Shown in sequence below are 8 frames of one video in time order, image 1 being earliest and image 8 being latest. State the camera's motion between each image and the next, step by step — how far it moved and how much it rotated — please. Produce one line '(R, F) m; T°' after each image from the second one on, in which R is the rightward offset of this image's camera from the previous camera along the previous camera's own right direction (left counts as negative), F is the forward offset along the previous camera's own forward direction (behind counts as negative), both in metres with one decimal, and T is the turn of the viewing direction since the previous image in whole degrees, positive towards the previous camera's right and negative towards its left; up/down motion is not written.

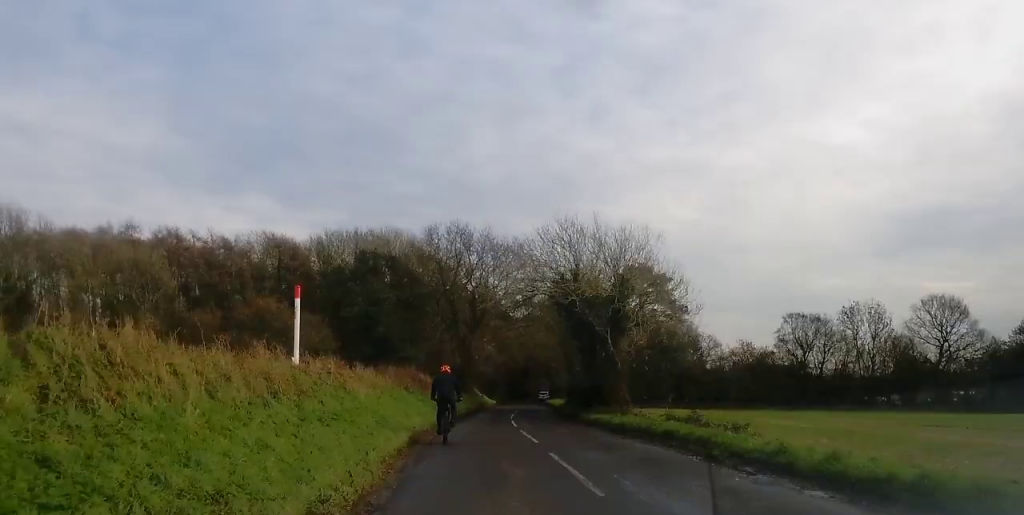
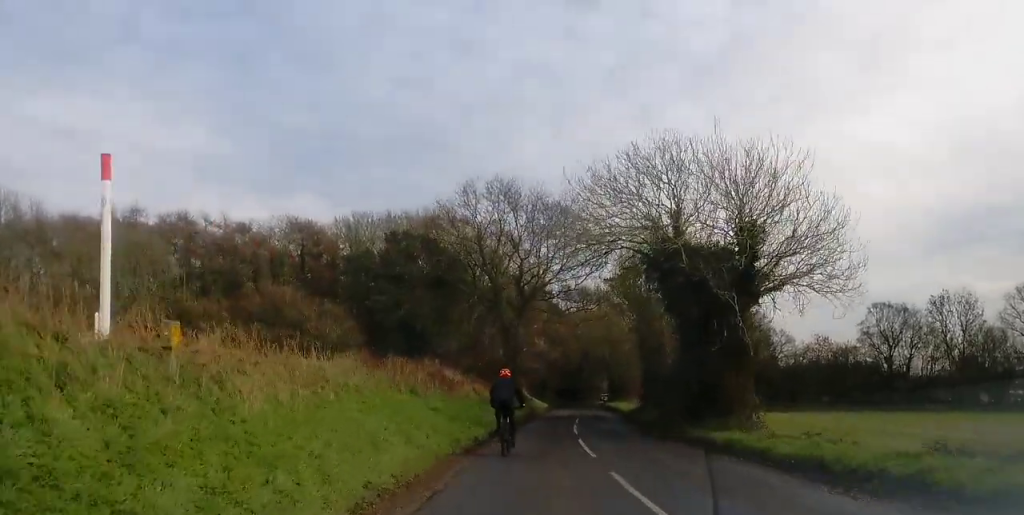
(+0.2, +11.3) m; -1°
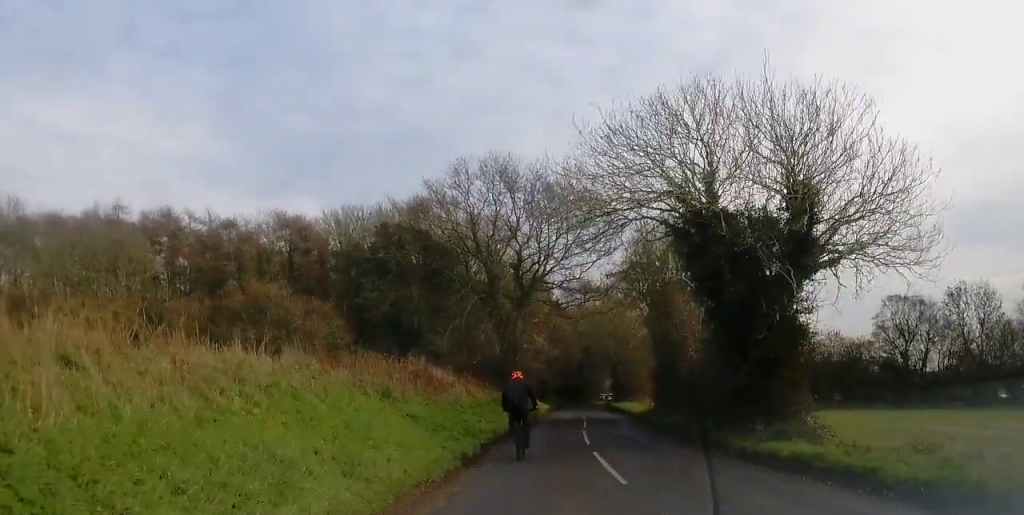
(0.0, +4.3) m; -2°
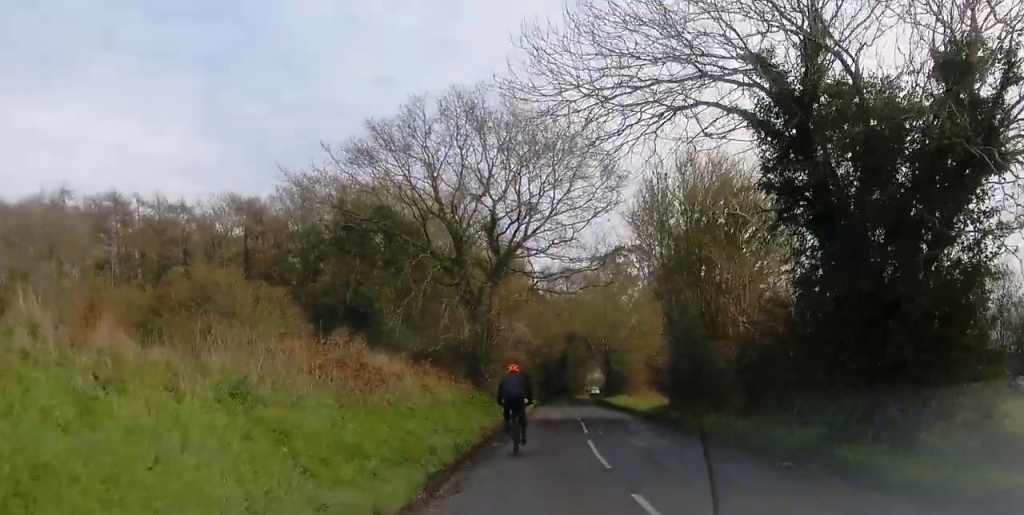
(-0.2, +8.2) m; +3°
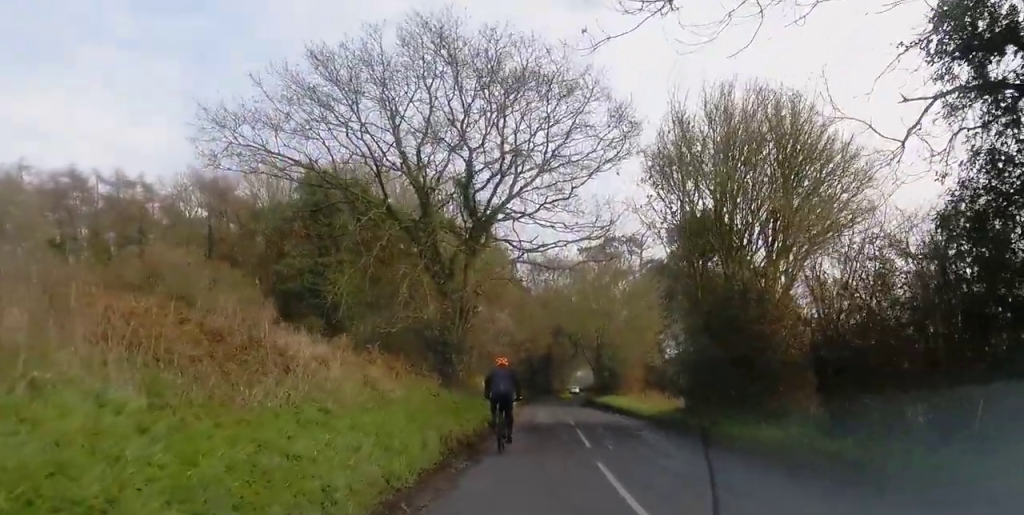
(+0.3, +6.0) m; +4°
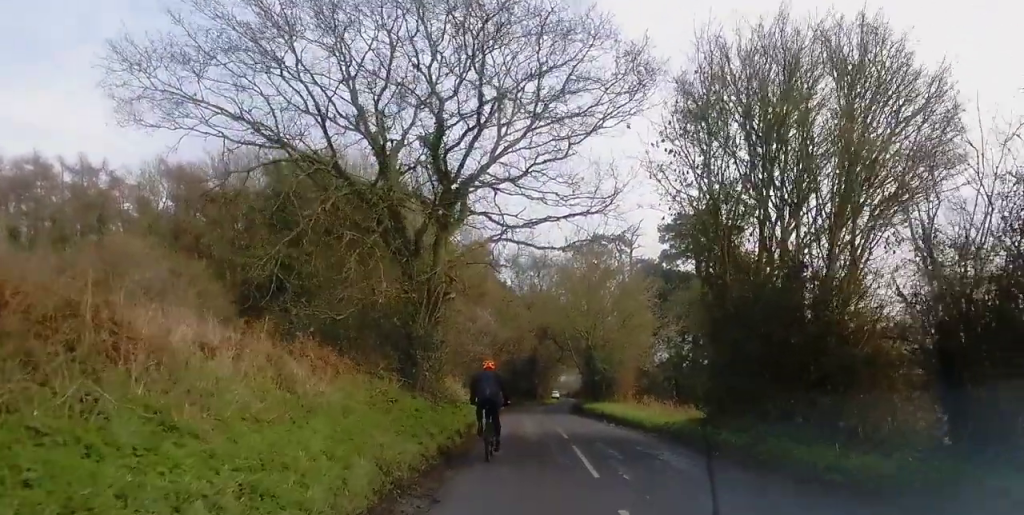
(+0.1, +4.6) m; +1°
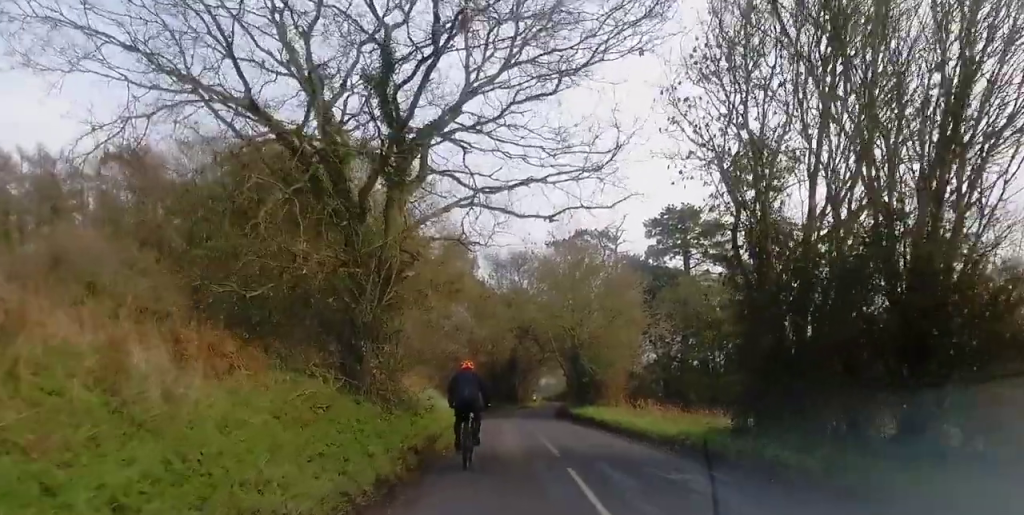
(0.0, +4.3) m; 0°
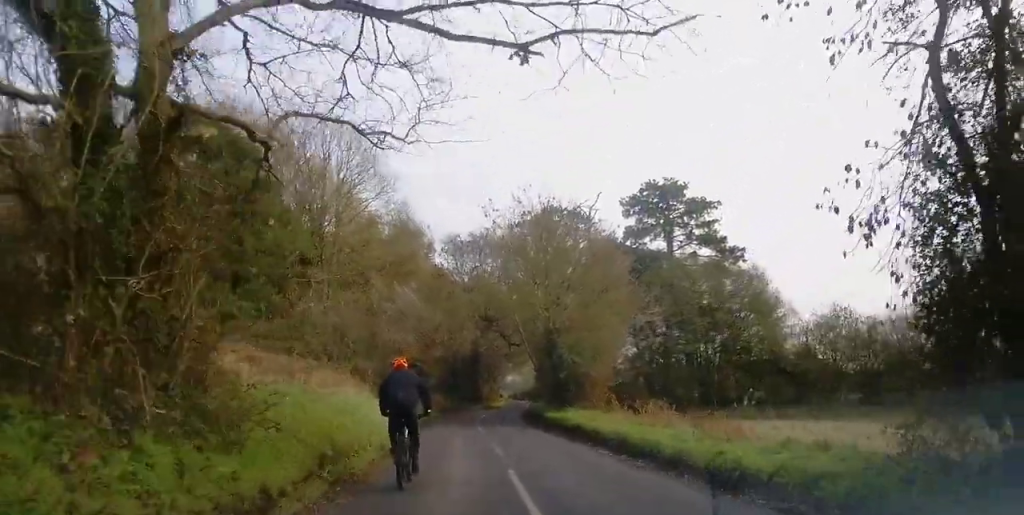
(0.0, +9.0) m; 0°
